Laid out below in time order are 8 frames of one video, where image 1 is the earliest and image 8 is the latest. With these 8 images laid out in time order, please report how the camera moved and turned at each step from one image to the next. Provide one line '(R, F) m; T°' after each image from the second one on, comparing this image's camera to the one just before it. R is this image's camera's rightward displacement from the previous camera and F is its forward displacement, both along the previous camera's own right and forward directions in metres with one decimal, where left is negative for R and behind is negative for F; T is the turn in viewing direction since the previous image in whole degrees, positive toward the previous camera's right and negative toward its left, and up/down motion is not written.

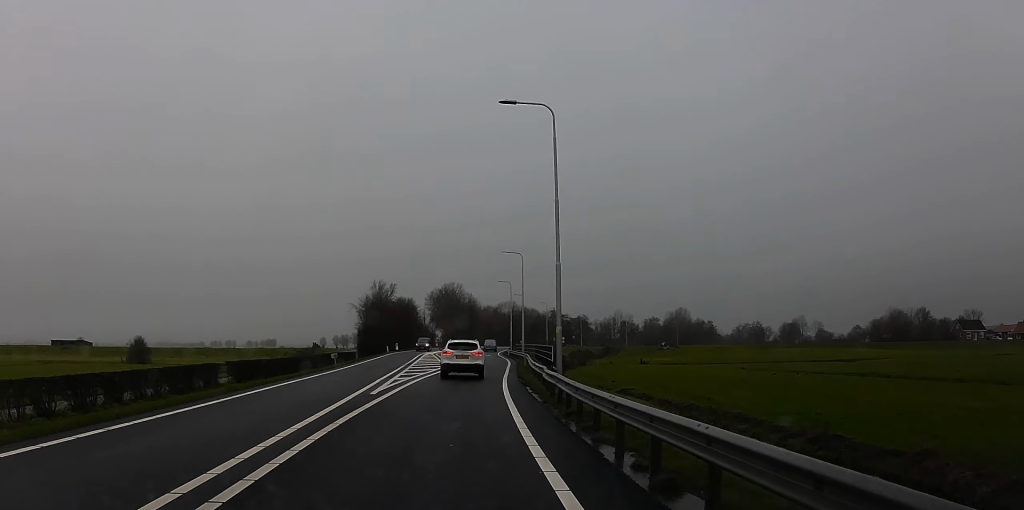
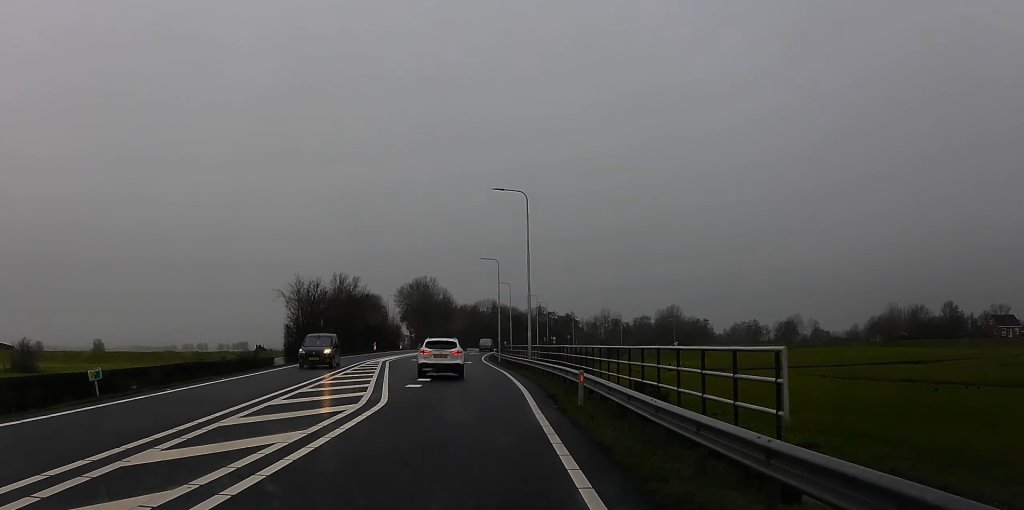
(+1.0, +27.9) m; +3°
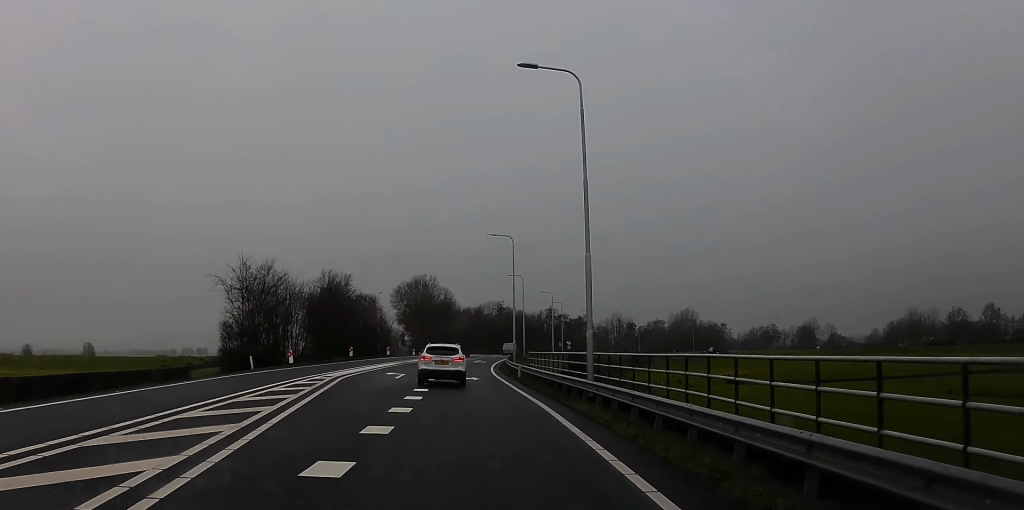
(+0.3, +19.4) m; -1°
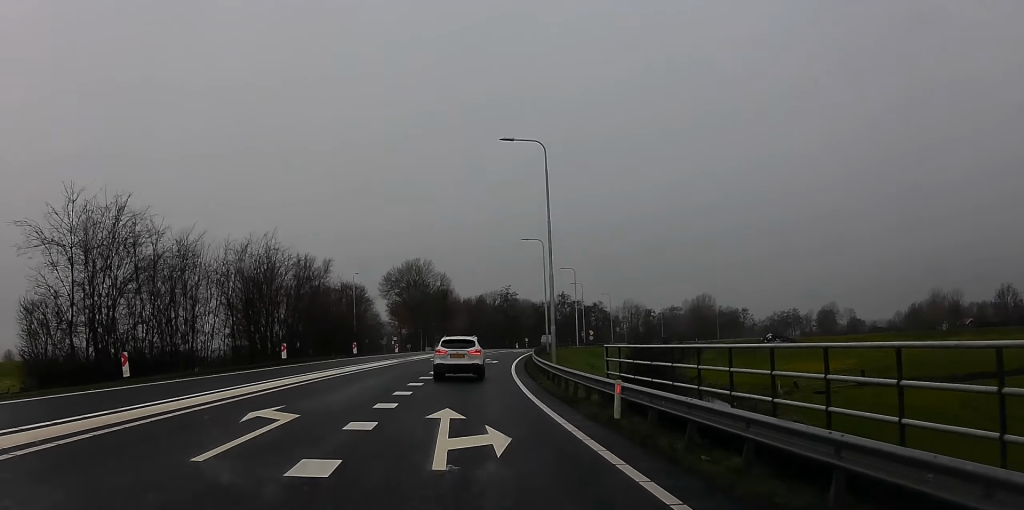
(-0.2, +23.9) m; 0°
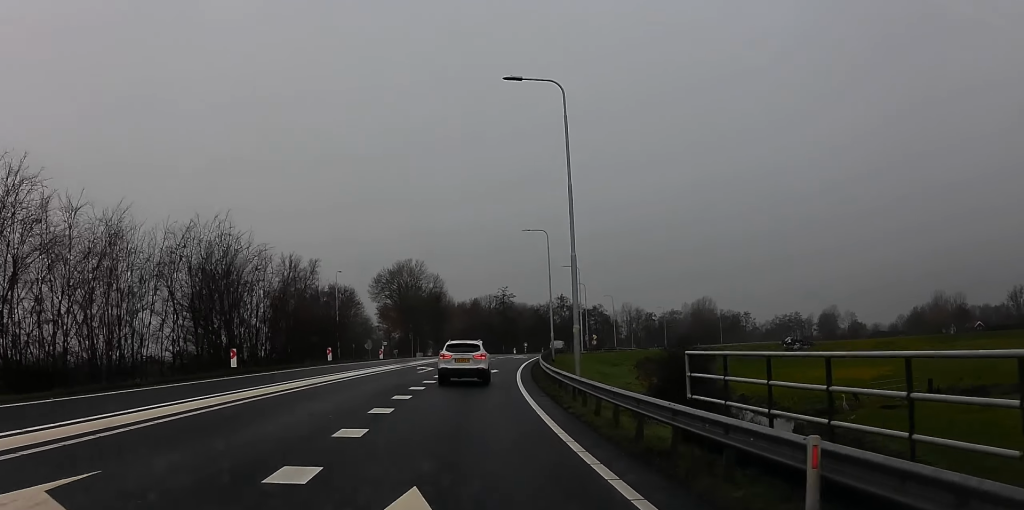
(+0.7, +7.9) m; 0°
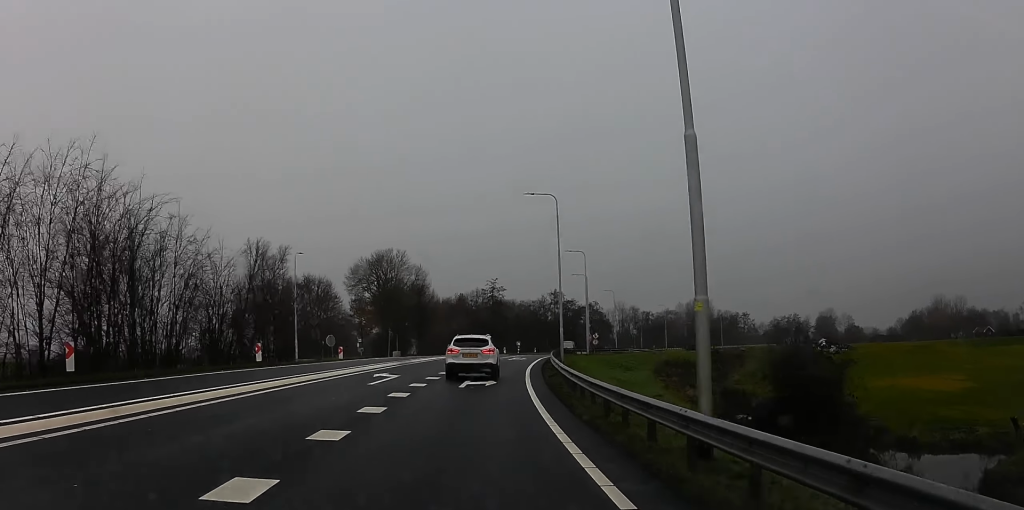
(-0.9, +12.6) m; 0°
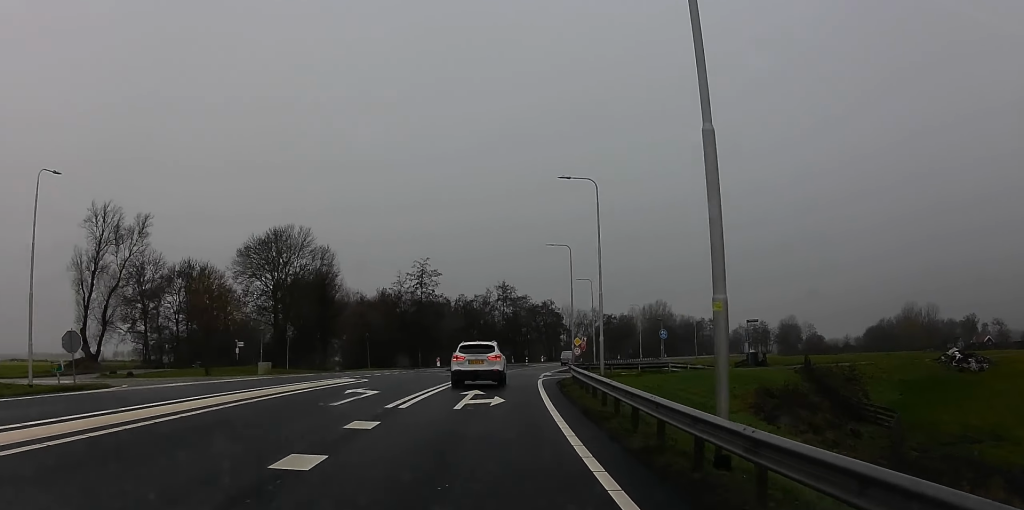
(+0.4, +34.3) m; 0°
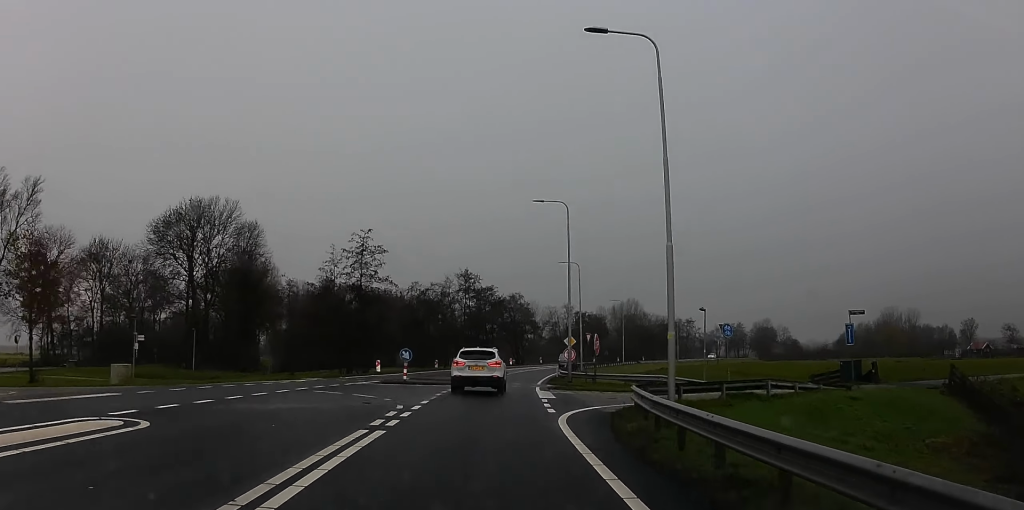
(-0.7, +17.8) m; +2°
